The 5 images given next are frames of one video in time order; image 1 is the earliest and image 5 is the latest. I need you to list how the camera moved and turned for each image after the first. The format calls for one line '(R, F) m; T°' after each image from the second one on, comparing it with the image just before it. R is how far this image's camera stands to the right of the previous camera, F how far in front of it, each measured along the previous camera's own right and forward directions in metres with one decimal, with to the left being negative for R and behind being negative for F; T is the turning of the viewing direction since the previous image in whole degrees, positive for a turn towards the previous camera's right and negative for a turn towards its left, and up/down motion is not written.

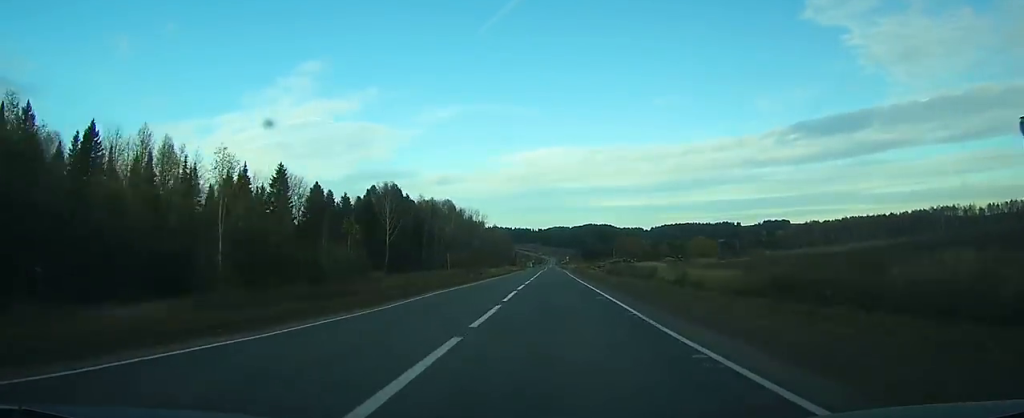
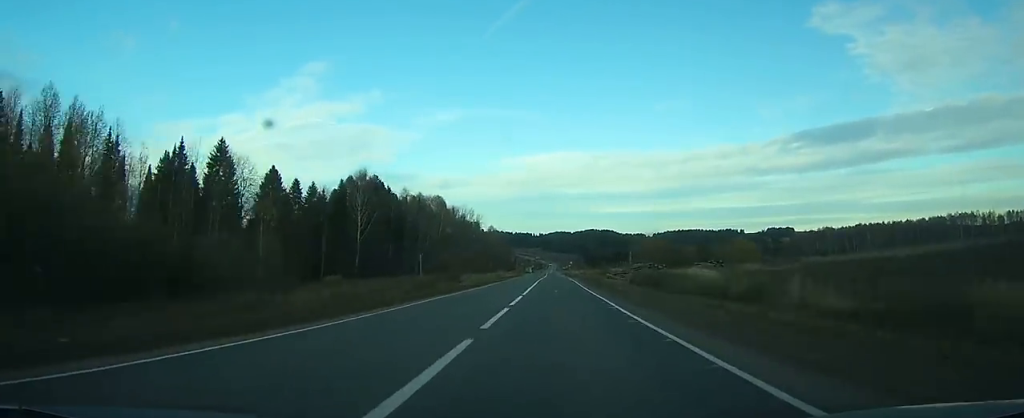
(0.0, +23.6) m; 0°
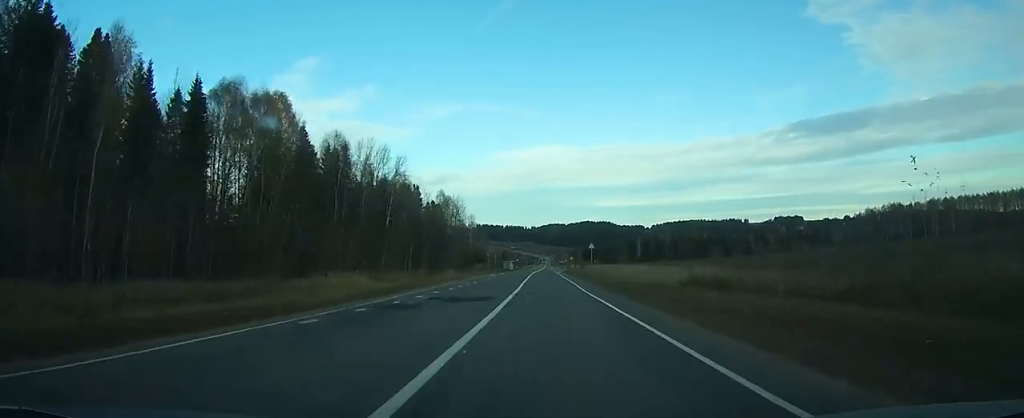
(+0.3, +117.5) m; 0°
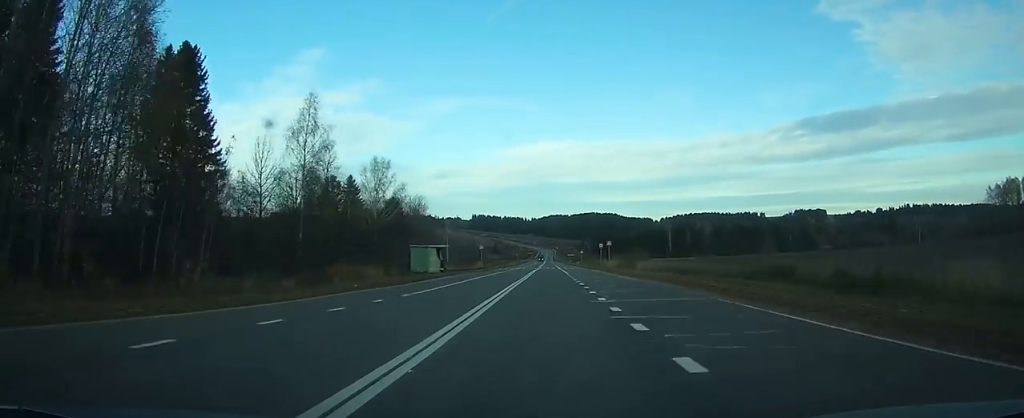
(+0.7, +136.2) m; +1°
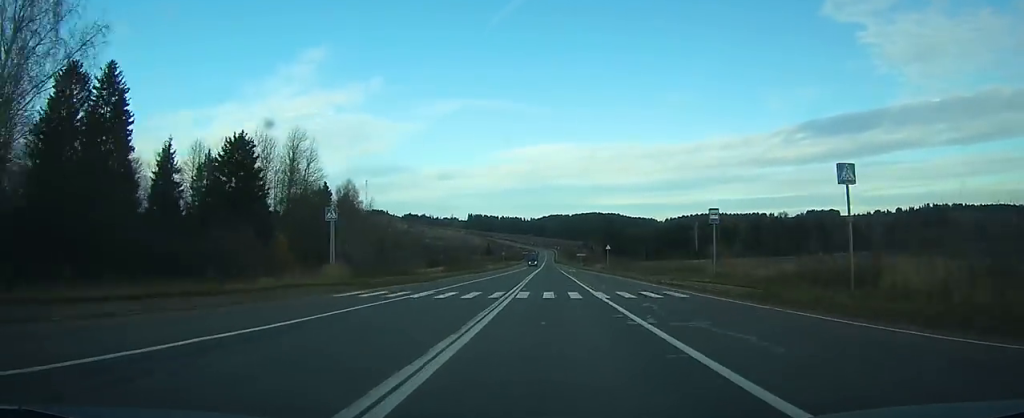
(-0.1, +77.0) m; 0°
